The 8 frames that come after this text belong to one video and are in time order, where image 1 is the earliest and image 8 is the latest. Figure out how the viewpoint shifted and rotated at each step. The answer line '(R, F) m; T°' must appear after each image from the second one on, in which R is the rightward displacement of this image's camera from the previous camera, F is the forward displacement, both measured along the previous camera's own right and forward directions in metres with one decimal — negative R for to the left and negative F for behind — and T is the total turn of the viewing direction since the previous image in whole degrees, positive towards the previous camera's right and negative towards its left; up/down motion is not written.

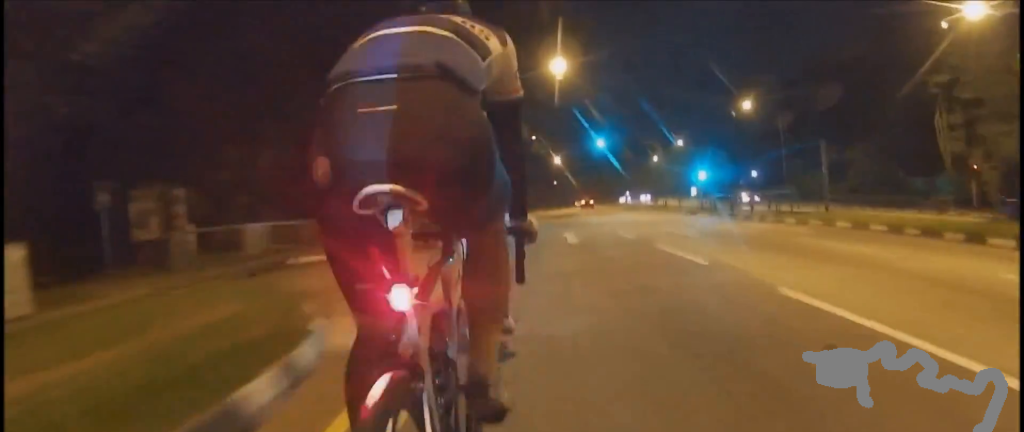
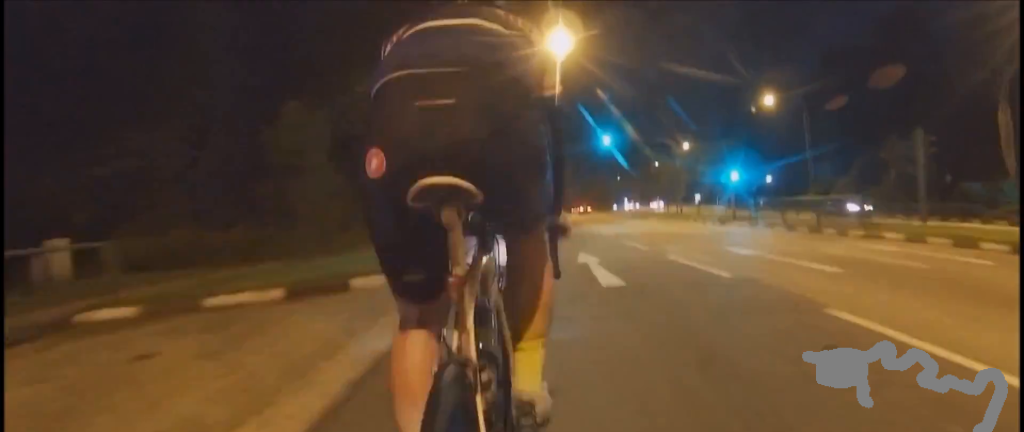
(+0.3, +6.9) m; +1°
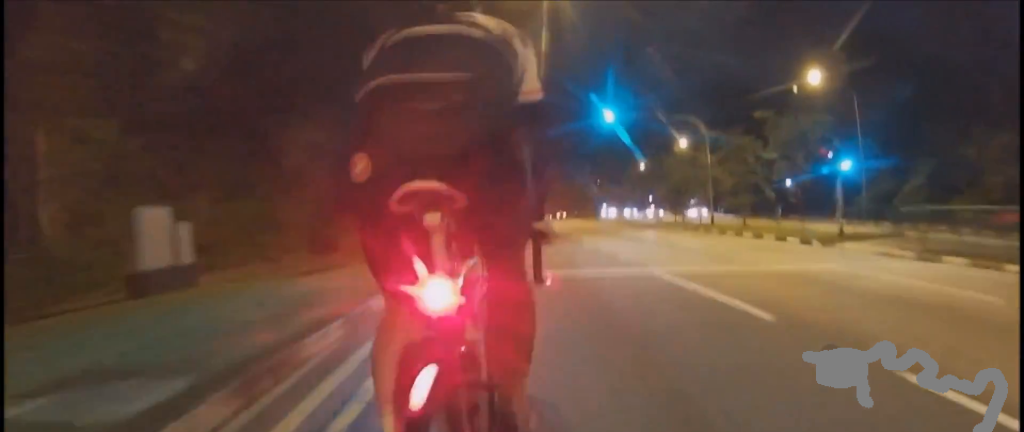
(-0.3, +13.7) m; -1°
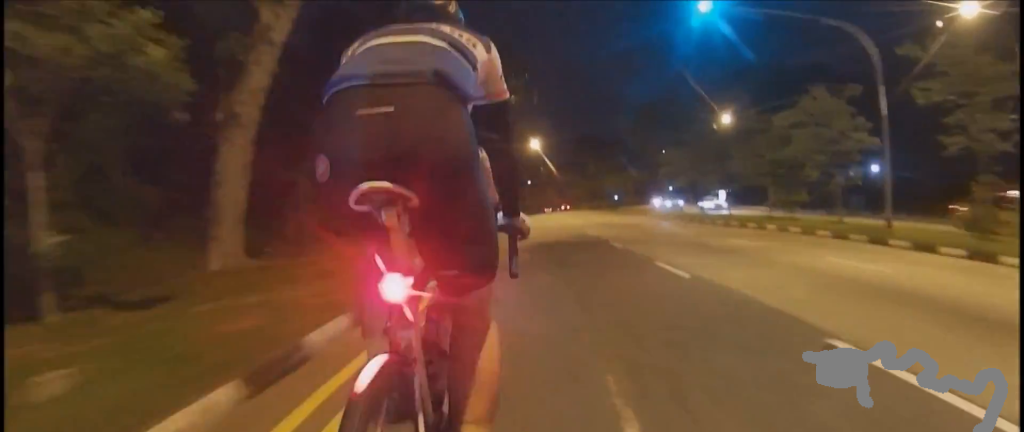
(-0.8, +15.8) m; 0°
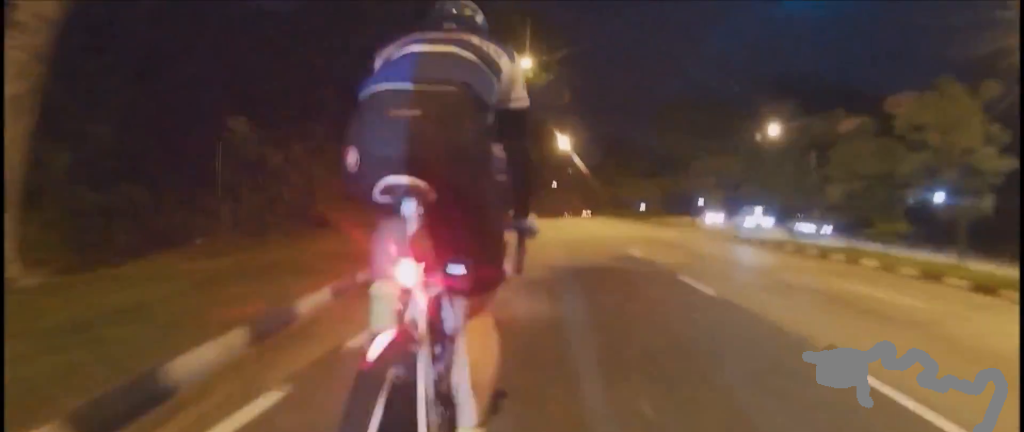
(+0.8, +5.6) m; 0°
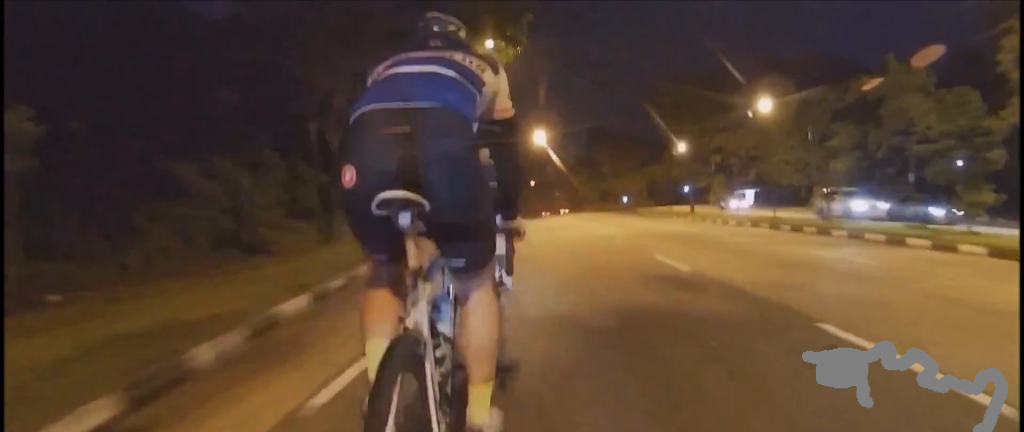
(+0.1, +5.0) m; 0°
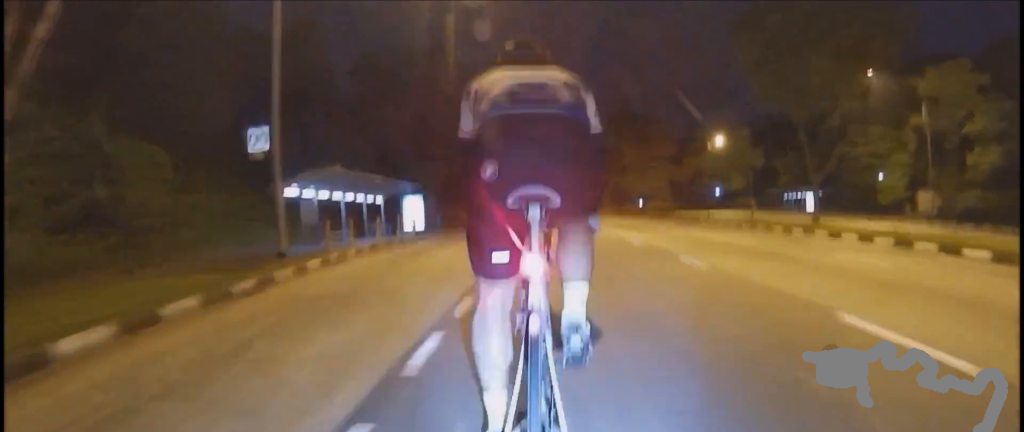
(+0.5, +18.2) m; +1°
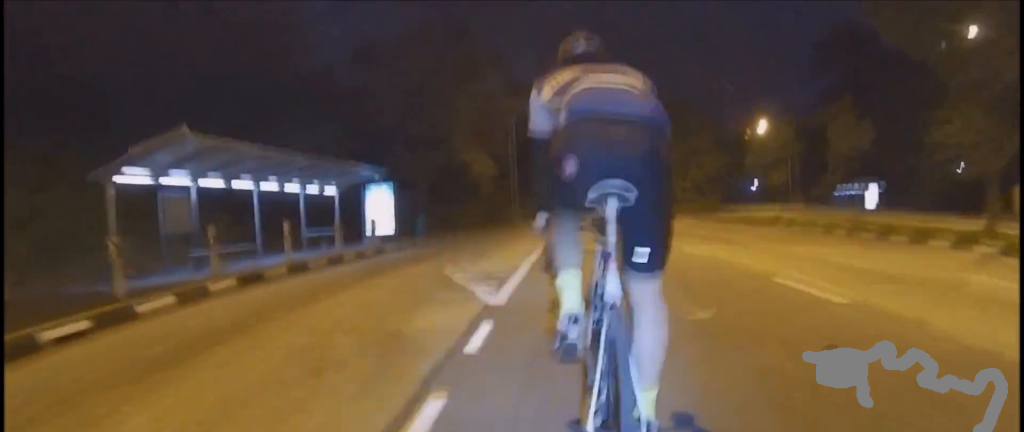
(-1.4, +9.2) m; -1°
